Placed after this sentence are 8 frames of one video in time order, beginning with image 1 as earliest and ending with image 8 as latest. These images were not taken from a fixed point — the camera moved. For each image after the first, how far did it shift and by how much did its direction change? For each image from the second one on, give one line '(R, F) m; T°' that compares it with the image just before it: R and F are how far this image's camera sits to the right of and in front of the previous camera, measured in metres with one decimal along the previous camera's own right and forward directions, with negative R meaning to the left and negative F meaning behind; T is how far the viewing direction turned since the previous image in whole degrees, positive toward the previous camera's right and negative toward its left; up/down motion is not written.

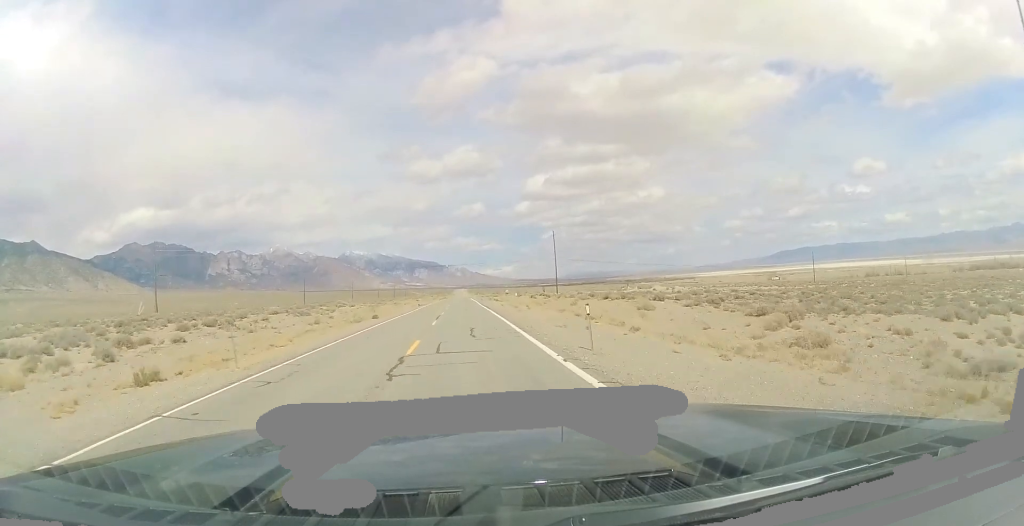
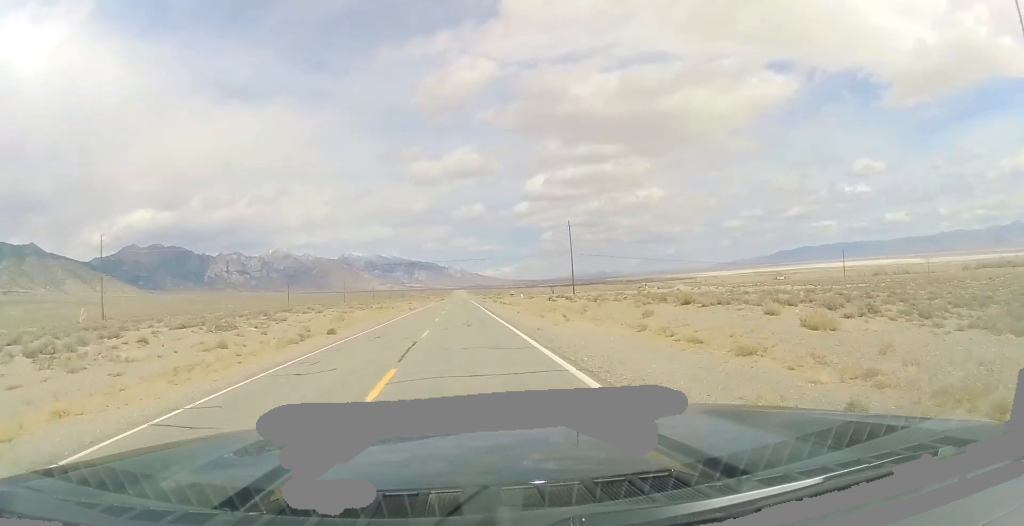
(0.0, +18.6) m; 0°
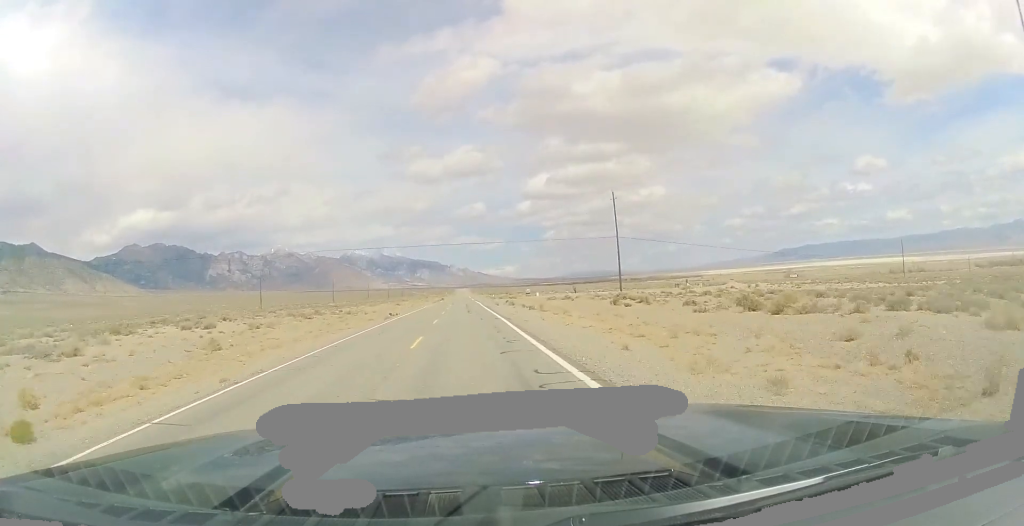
(0.0, +28.8) m; 0°
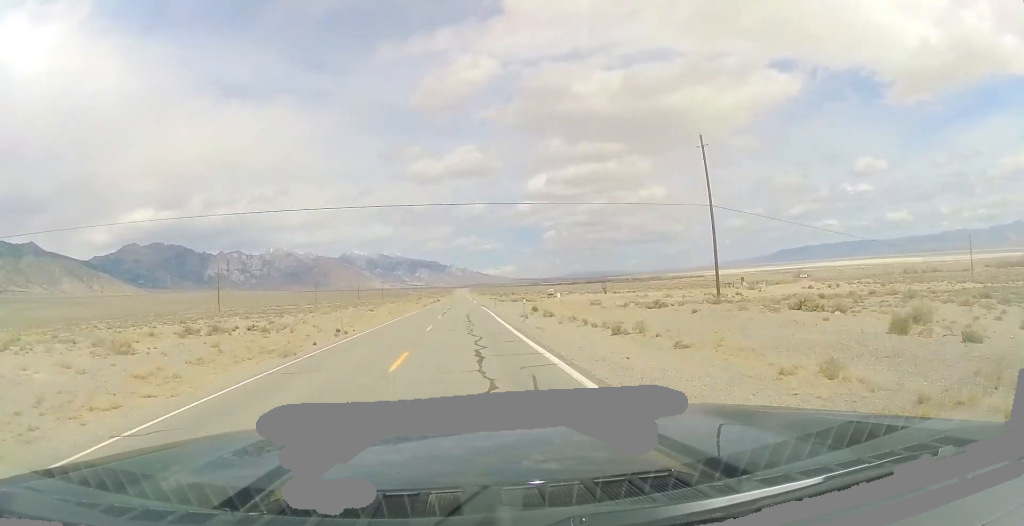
(0.0, +28.6) m; 0°
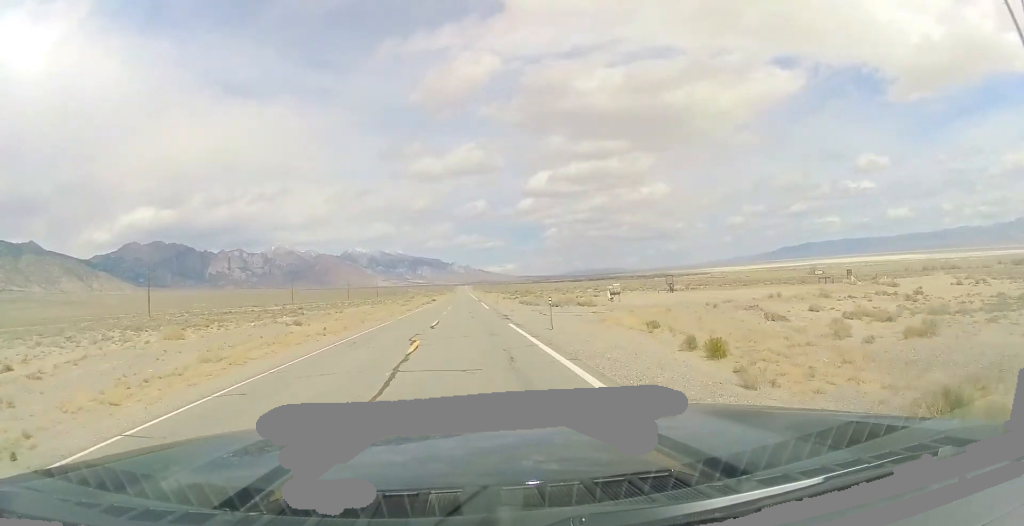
(-0.3, +33.1) m; 0°
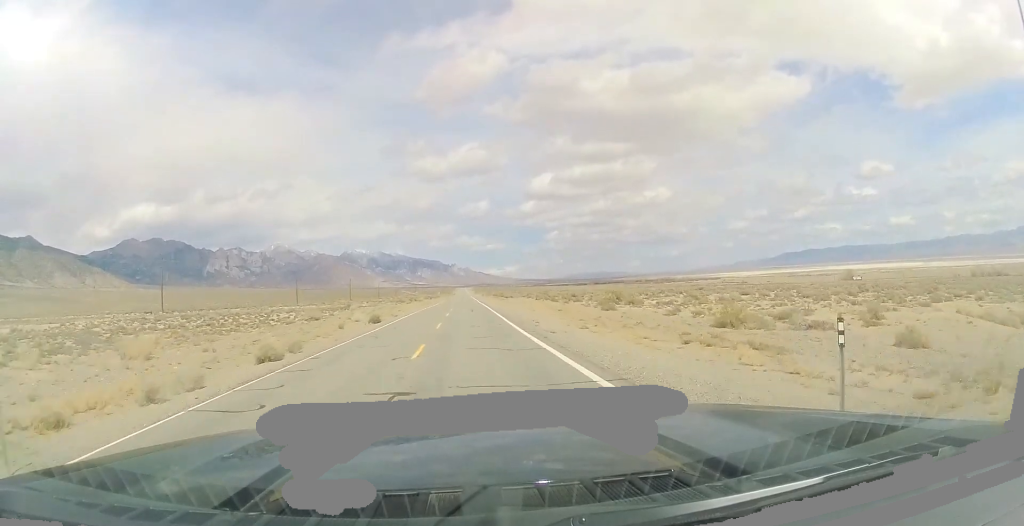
(+0.3, +86.0) m; 0°
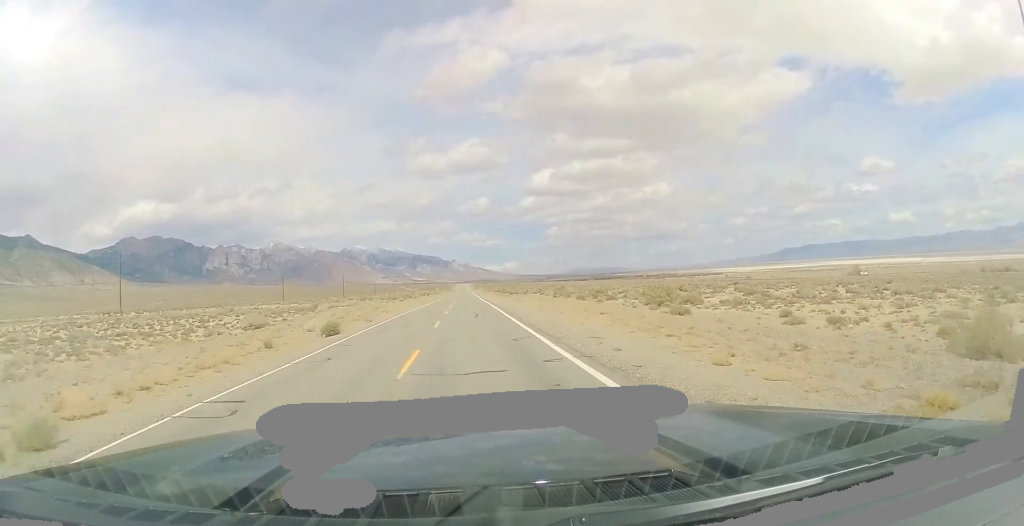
(-0.1, +14.9) m; 0°
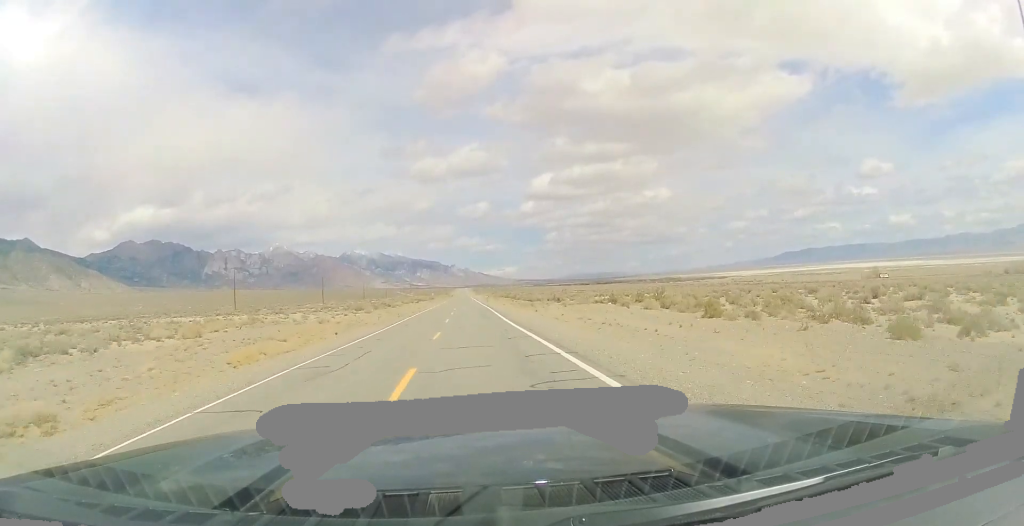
(+0.2, +39.2) m; 0°
